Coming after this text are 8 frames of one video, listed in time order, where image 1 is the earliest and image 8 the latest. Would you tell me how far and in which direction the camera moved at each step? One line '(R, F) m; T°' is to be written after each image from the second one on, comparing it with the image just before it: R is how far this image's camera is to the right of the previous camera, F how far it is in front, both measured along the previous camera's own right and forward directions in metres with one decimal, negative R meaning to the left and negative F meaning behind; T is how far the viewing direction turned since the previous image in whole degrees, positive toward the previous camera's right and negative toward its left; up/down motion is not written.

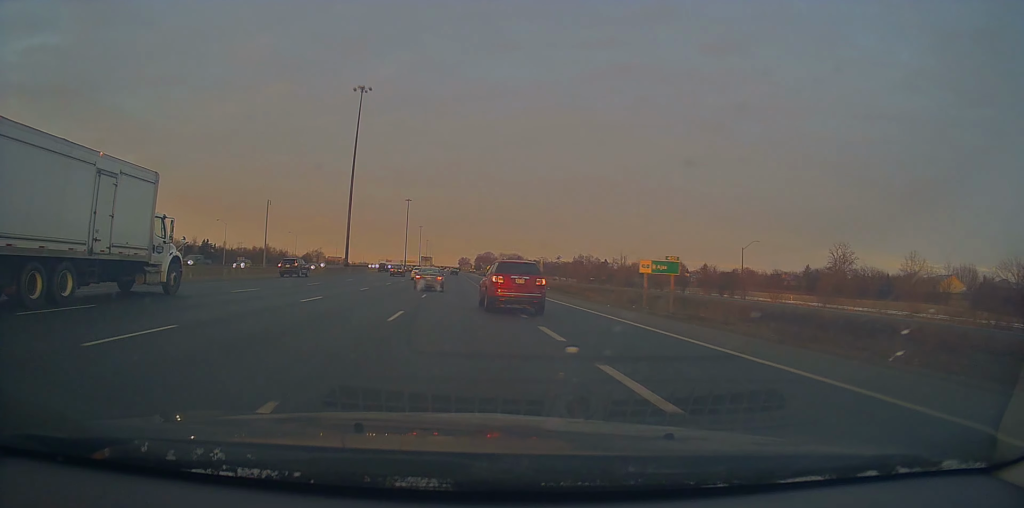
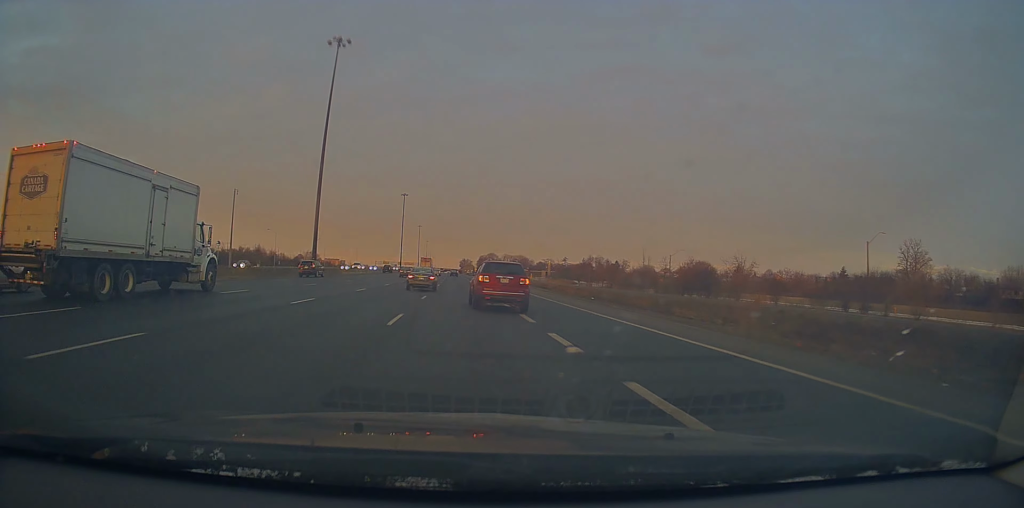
(+0.6, +25.0) m; -1°
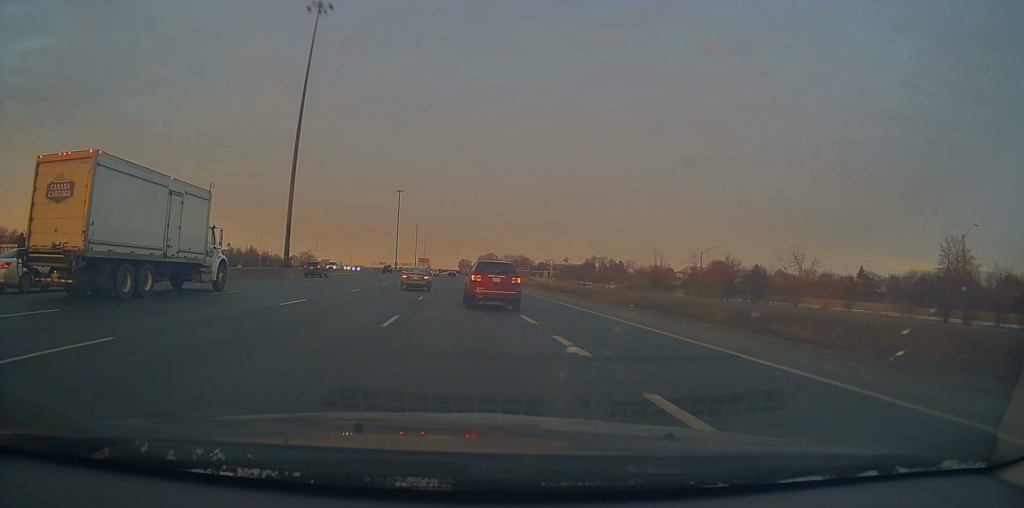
(-0.4, +12.6) m; -1°
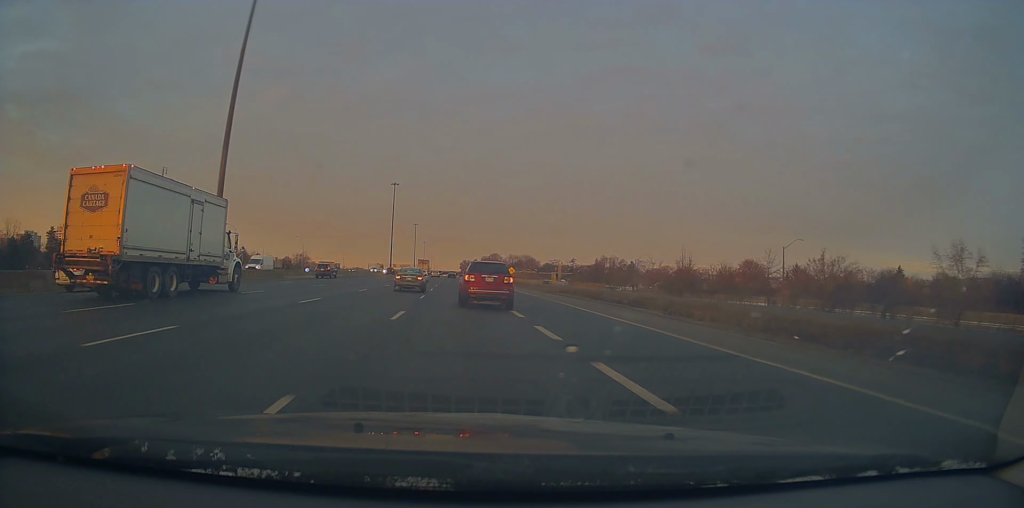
(-0.3, +21.2) m; -1°
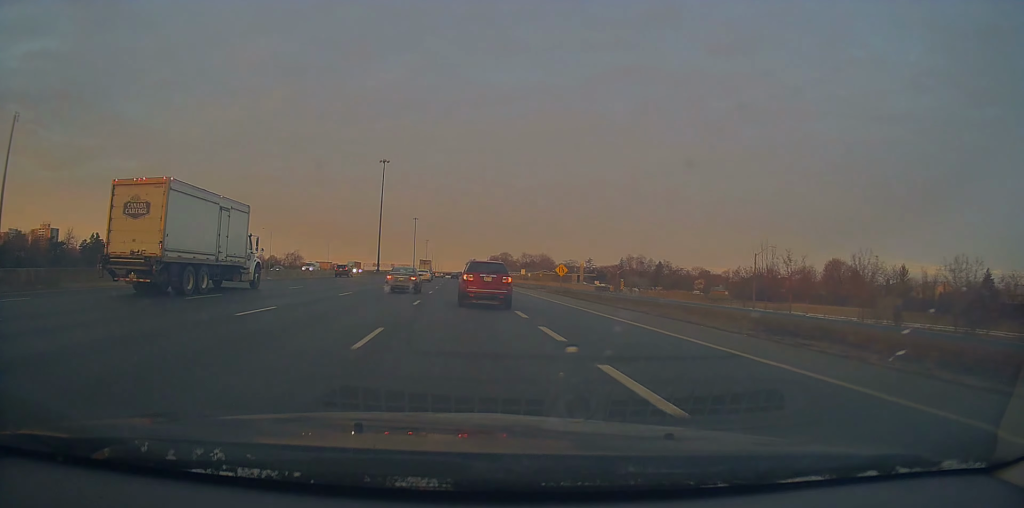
(+0.1, +41.6) m; 0°
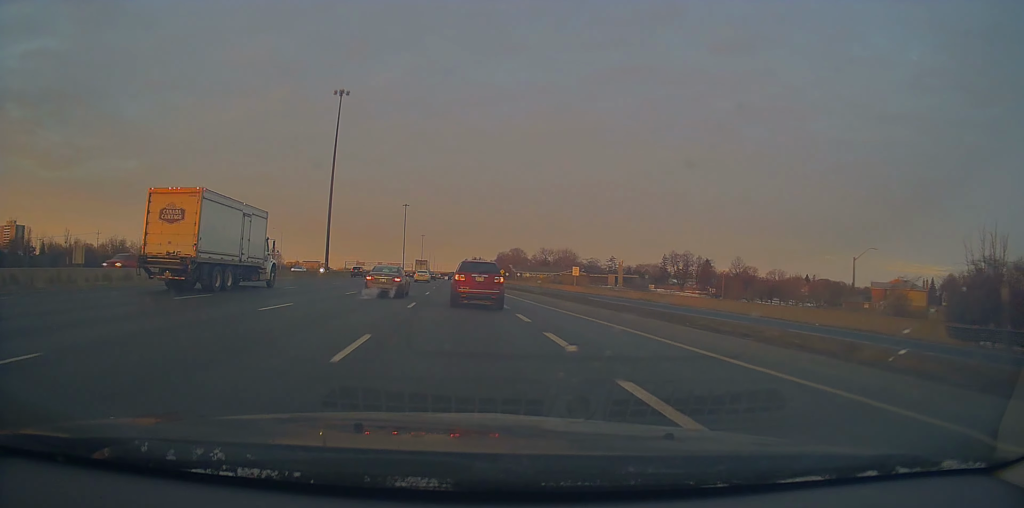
(+1.4, +62.0) m; +1°
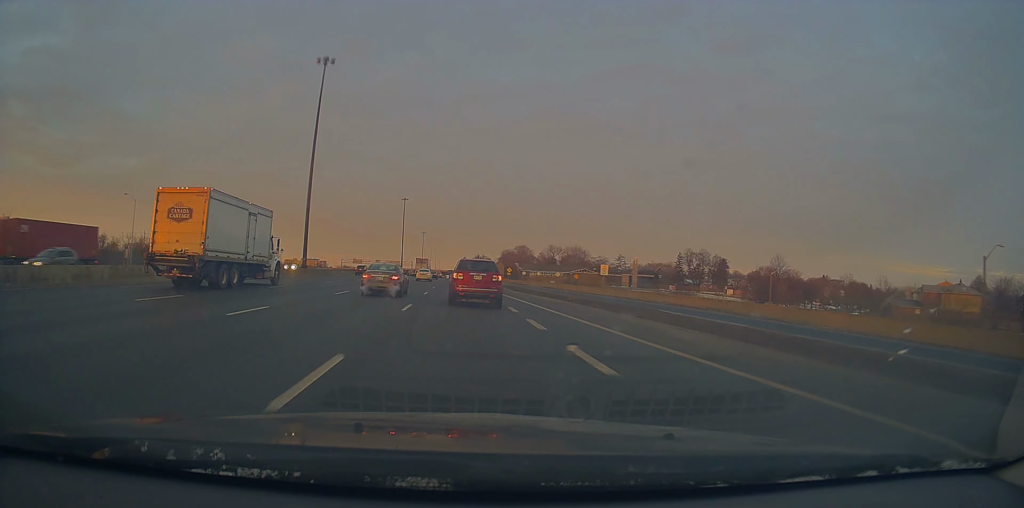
(-0.5, +14.6) m; 0°
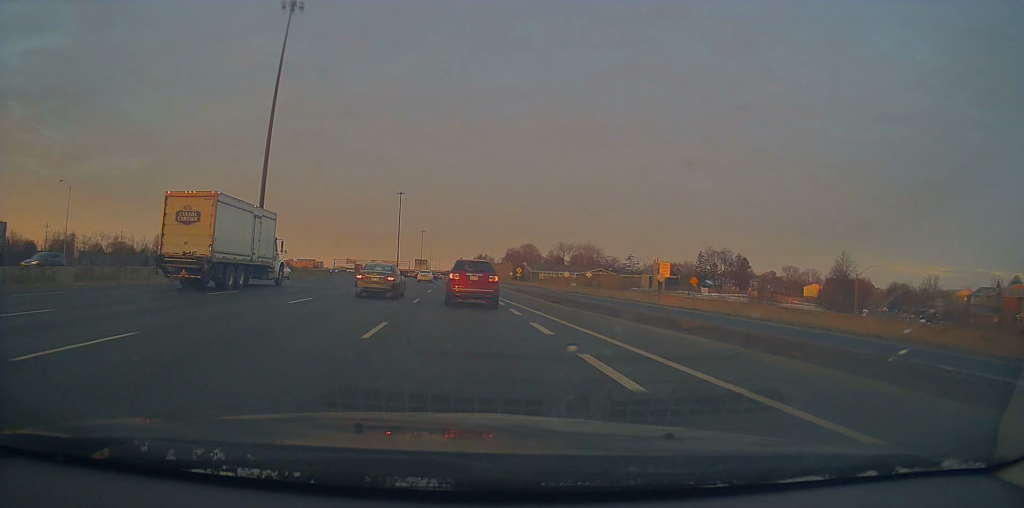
(0.0, +19.3) m; 0°
